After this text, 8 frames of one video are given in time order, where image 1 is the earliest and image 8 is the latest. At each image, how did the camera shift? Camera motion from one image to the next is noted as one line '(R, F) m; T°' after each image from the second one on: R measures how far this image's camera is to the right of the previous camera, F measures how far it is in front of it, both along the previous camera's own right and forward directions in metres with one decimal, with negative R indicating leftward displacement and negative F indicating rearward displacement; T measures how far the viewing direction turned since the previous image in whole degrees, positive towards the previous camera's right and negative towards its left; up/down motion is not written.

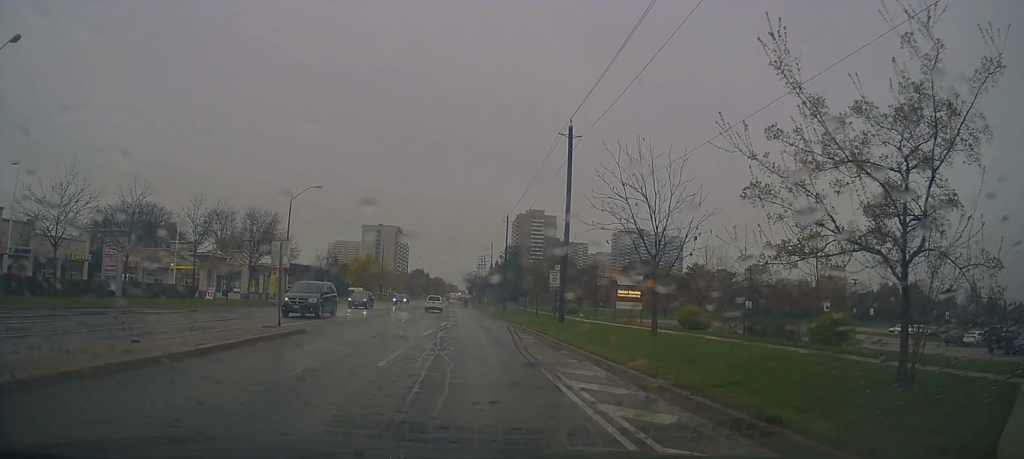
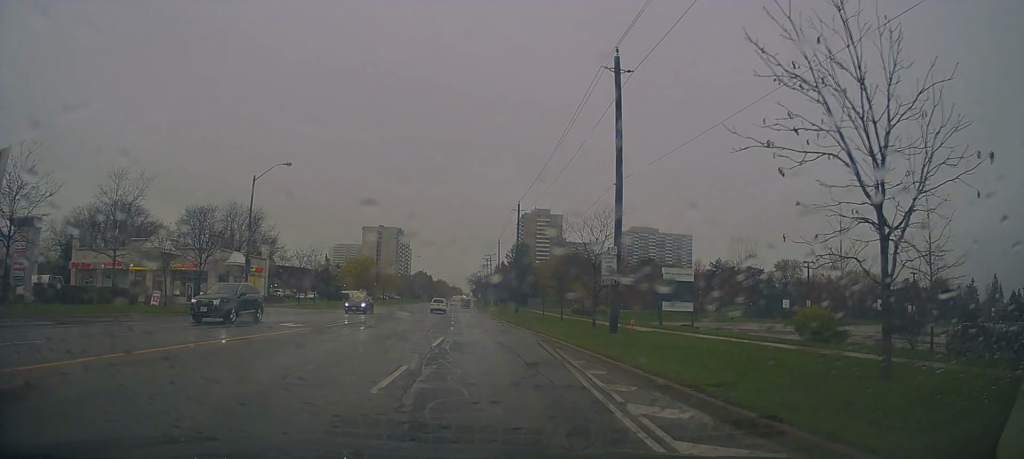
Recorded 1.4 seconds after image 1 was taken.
(-0.1, +12.0) m; 0°
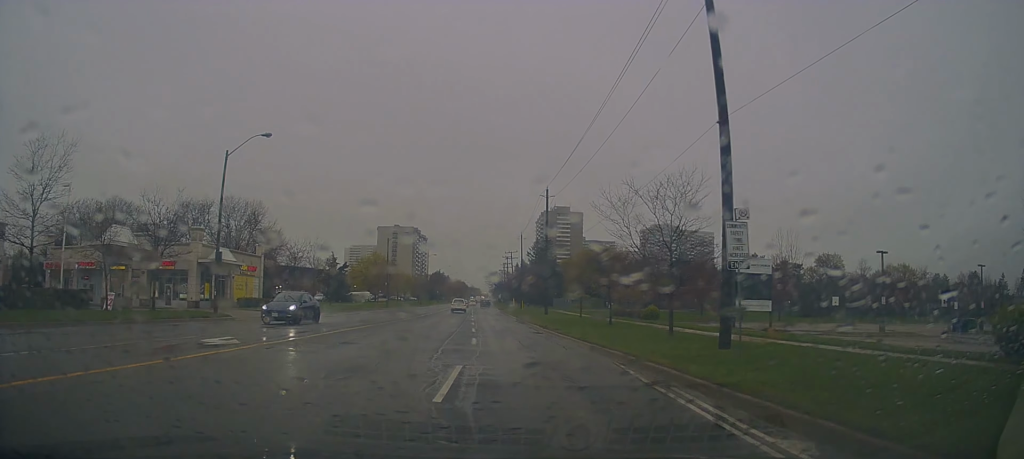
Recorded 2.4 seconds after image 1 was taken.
(-0.2, +8.6) m; -3°
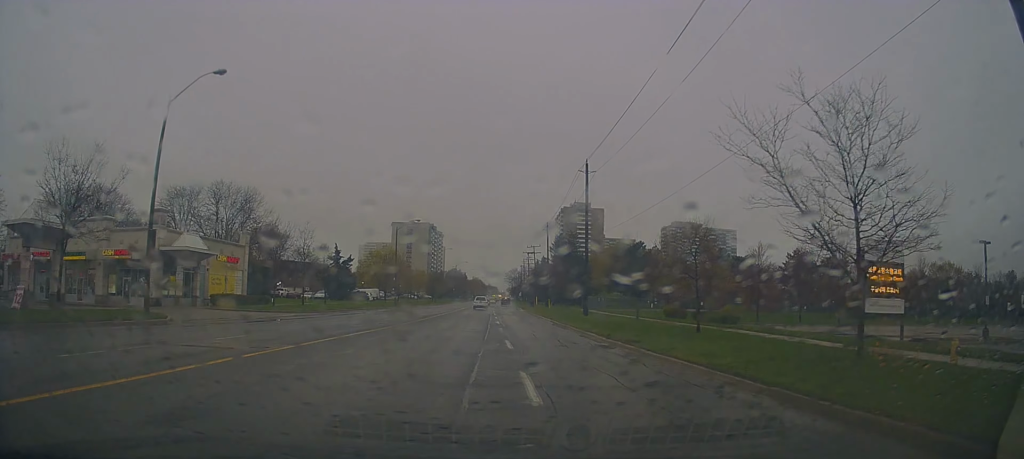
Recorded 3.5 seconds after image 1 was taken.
(-0.5, +11.0) m; 0°
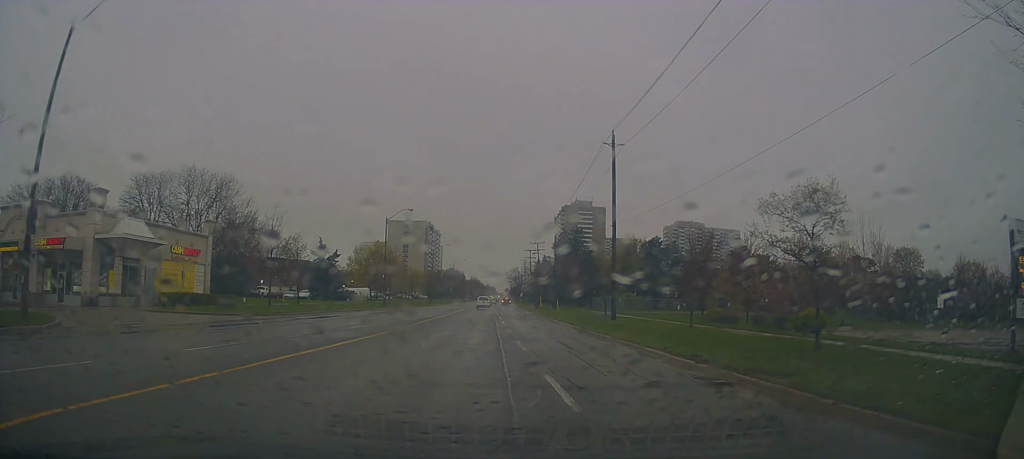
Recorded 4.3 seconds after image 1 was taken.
(+0.3, +9.3) m; +1°
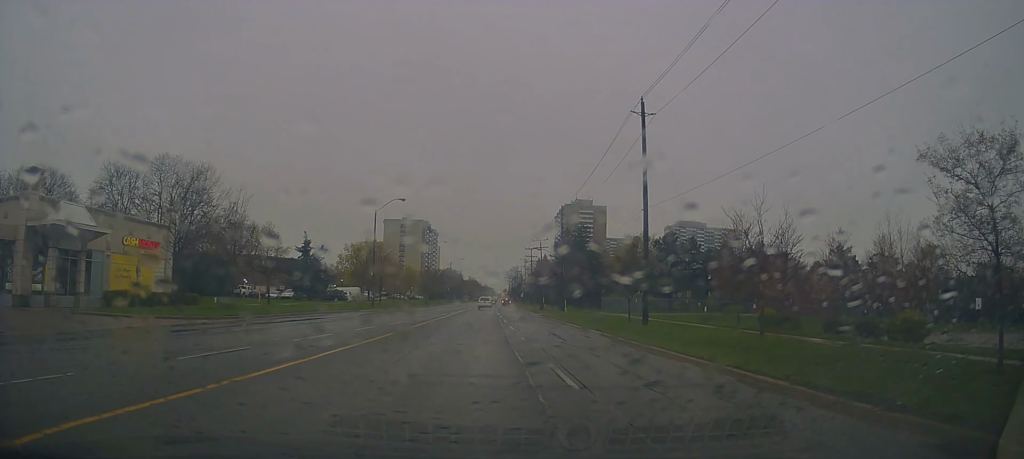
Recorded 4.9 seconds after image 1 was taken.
(+0.1, +7.2) m; 0°
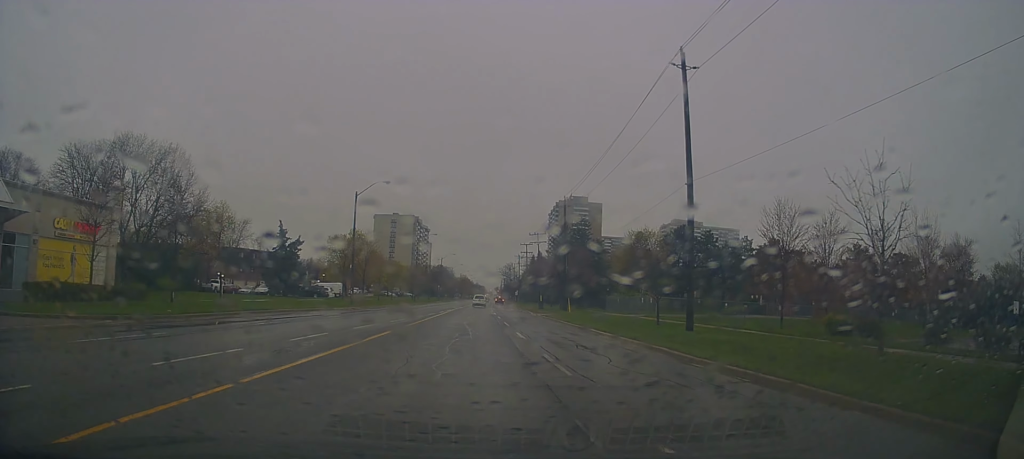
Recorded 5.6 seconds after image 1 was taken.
(-0.2, +7.2) m; -1°
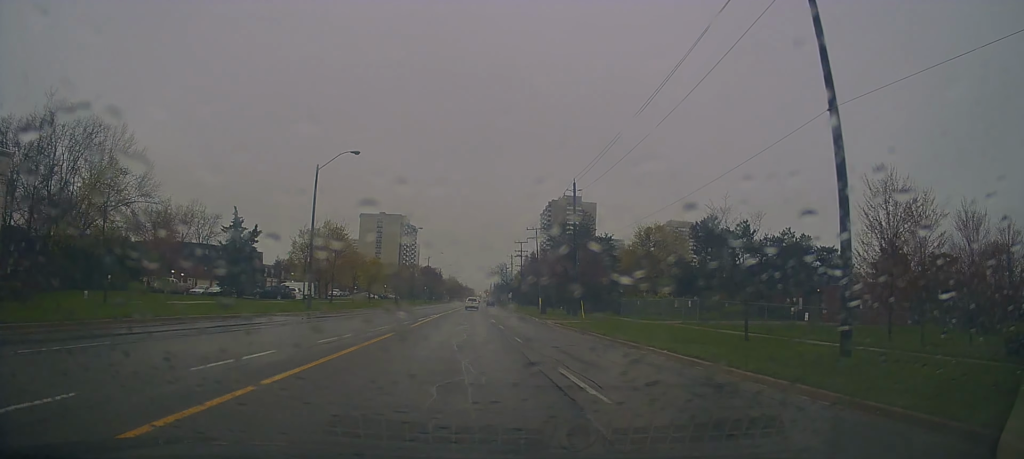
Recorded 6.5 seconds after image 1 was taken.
(0.0, +11.6) m; +2°
